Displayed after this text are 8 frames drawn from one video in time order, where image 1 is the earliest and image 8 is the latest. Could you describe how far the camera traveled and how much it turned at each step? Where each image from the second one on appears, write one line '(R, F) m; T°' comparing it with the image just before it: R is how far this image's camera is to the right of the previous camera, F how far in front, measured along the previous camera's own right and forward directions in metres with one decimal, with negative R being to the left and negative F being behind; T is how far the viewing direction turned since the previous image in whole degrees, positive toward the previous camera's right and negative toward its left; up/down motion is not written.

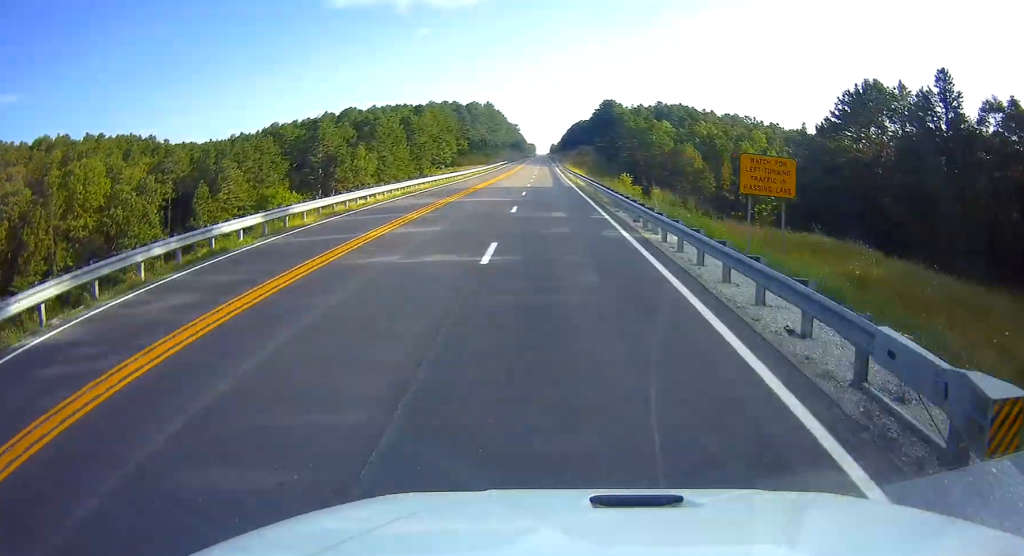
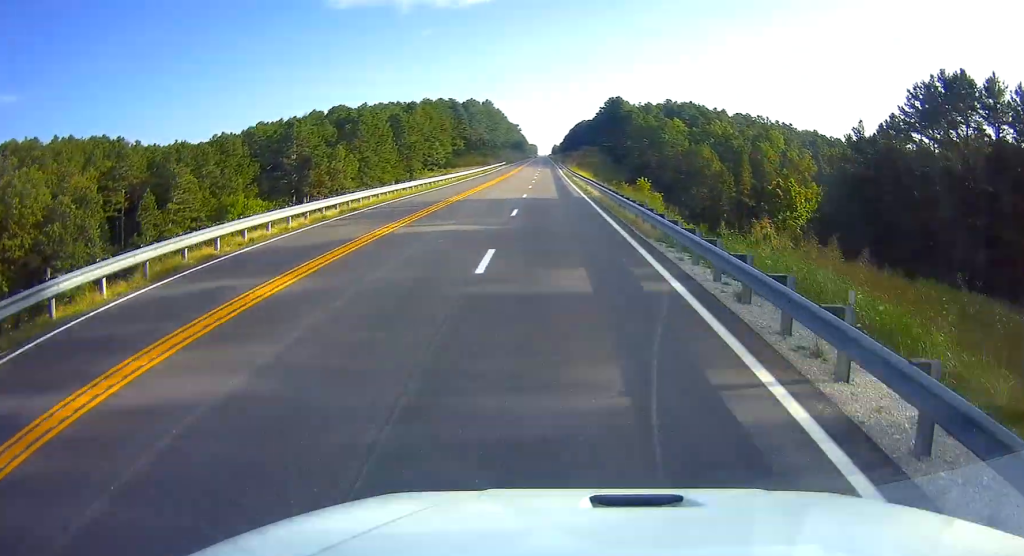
(-0.1, +13.1) m; +1°
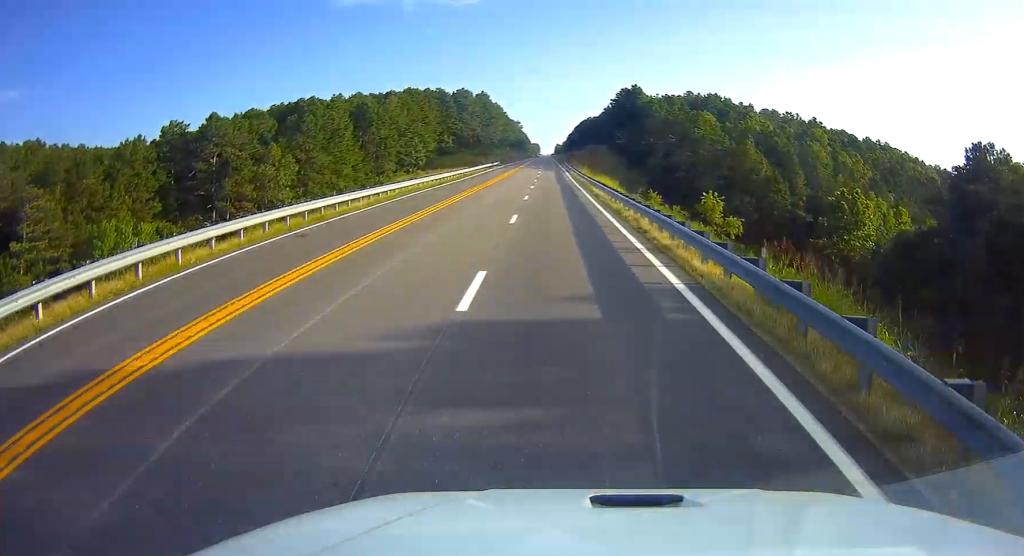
(+0.4, +27.1) m; 0°
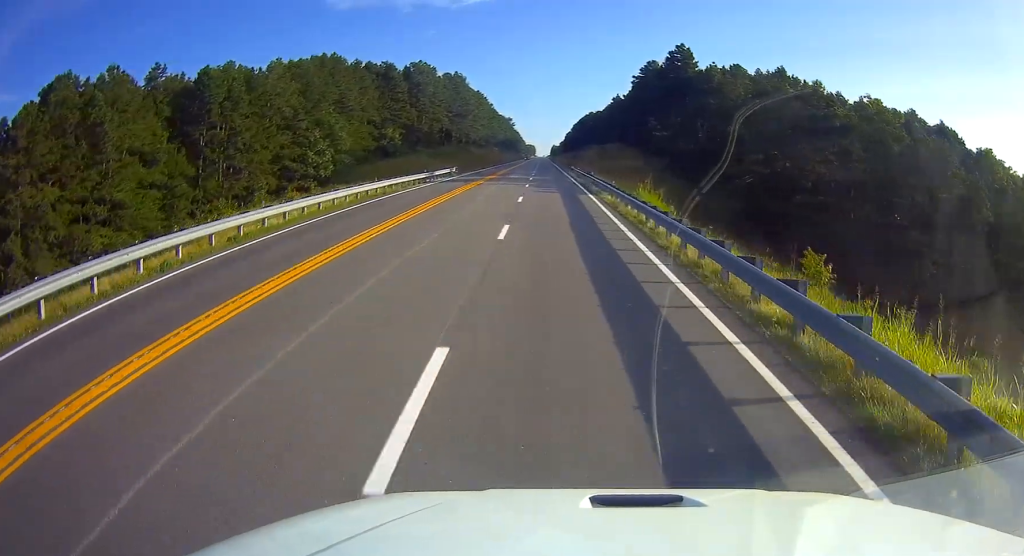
(-0.7, +53.2) m; -1°
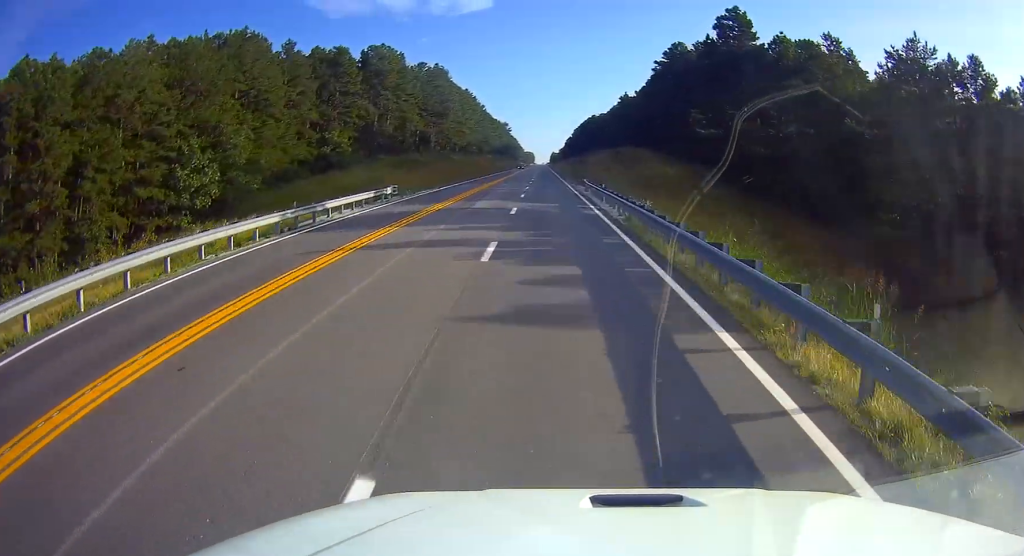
(0.0, +27.1) m; 0°
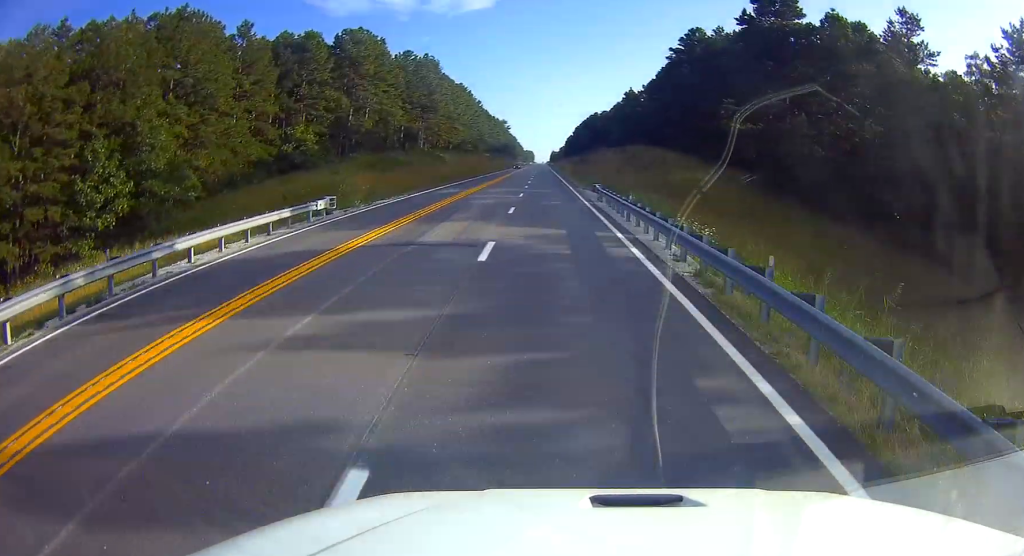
(0.0, +12.0) m; 0°
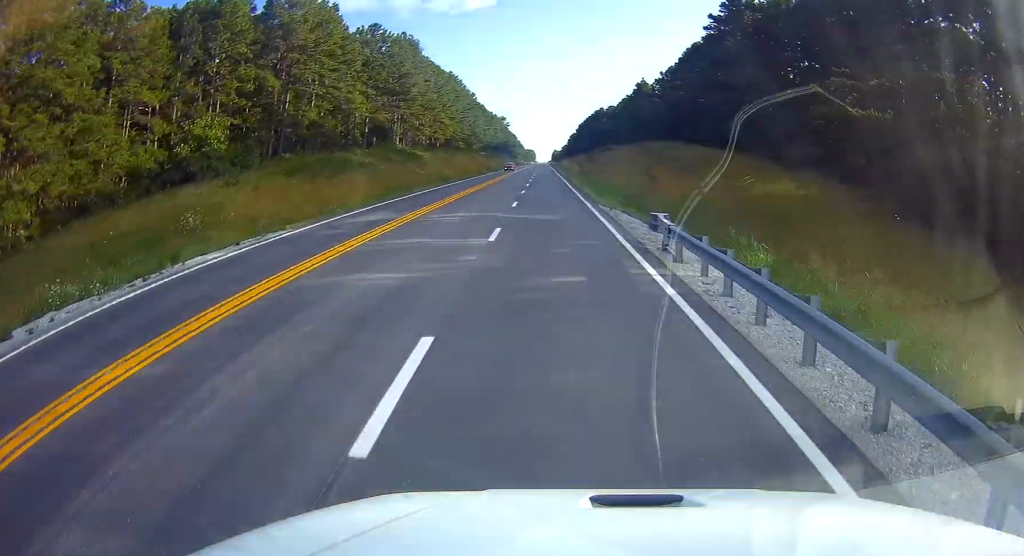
(0.0, +21.0) m; 0°
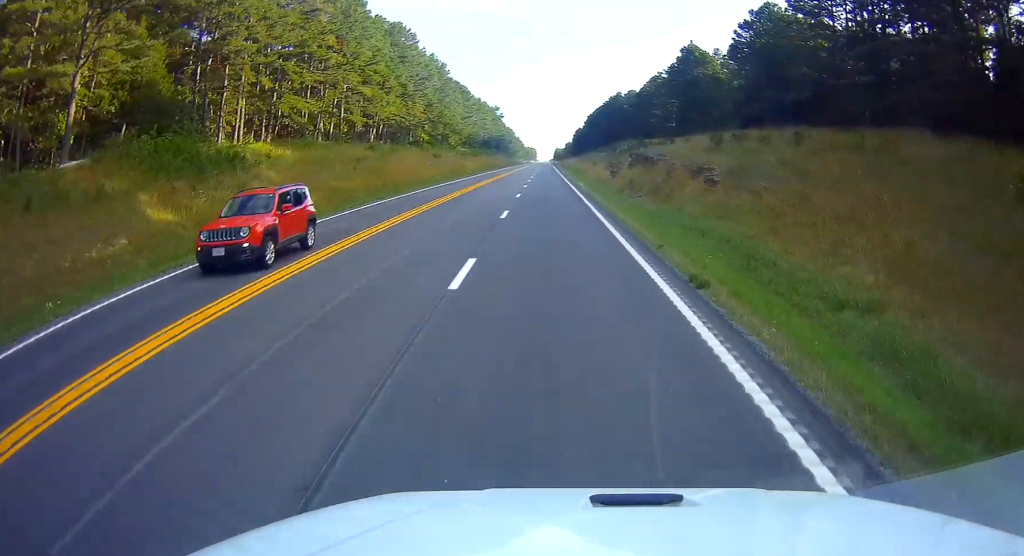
(+0.4, +54.8) m; +1°
